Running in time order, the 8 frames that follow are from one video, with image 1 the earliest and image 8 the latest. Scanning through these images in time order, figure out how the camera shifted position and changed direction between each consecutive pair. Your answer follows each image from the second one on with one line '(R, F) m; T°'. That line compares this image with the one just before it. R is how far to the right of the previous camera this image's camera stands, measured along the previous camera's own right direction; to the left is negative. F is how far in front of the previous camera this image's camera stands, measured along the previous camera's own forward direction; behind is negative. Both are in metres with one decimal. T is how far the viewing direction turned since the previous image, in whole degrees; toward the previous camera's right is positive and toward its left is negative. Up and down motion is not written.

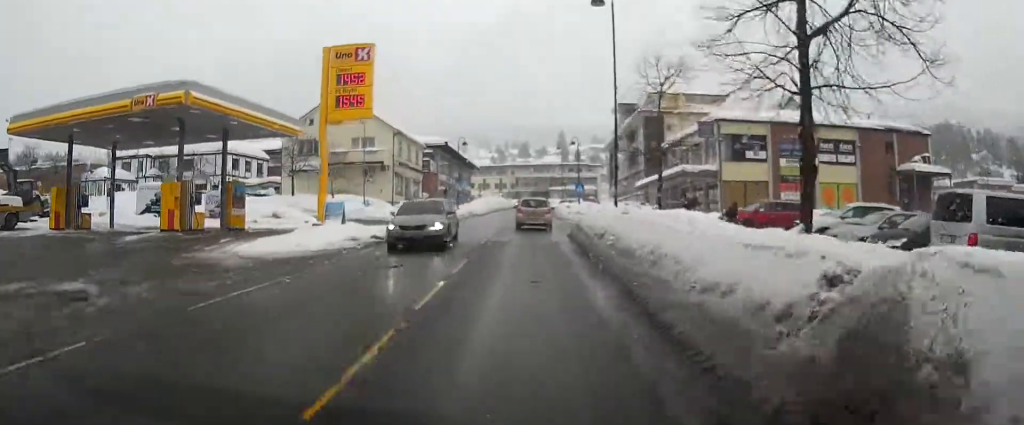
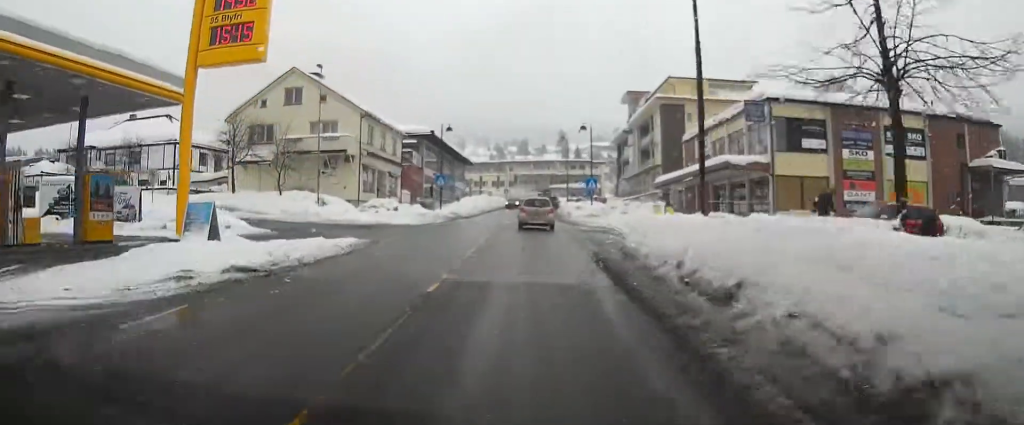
(-0.5, +10.2) m; -3°
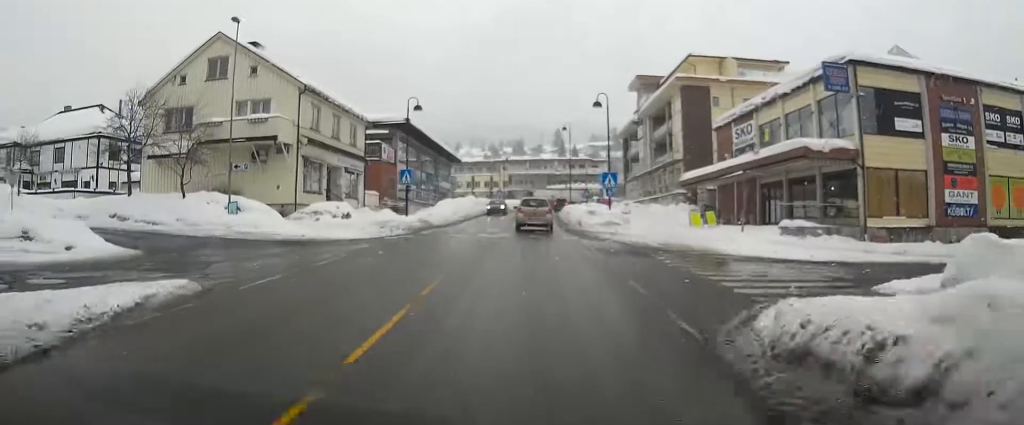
(+0.1, +10.8) m; -1°
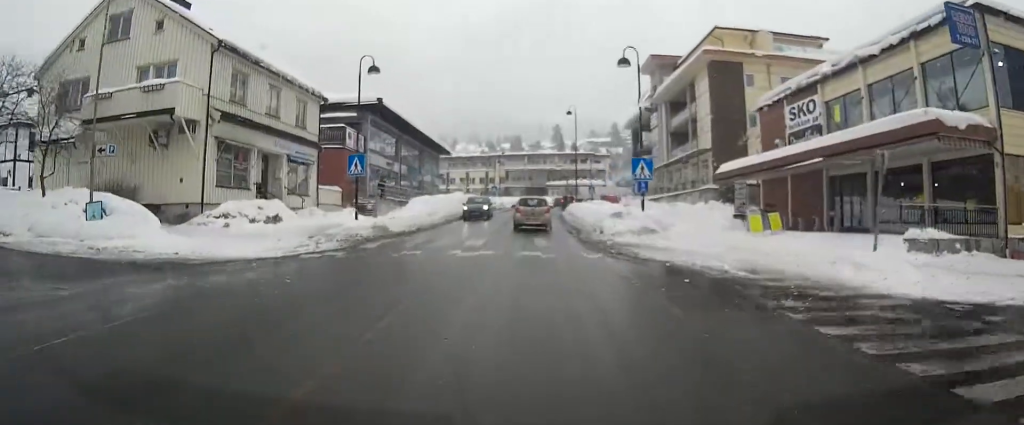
(-0.3, +9.2) m; 0°
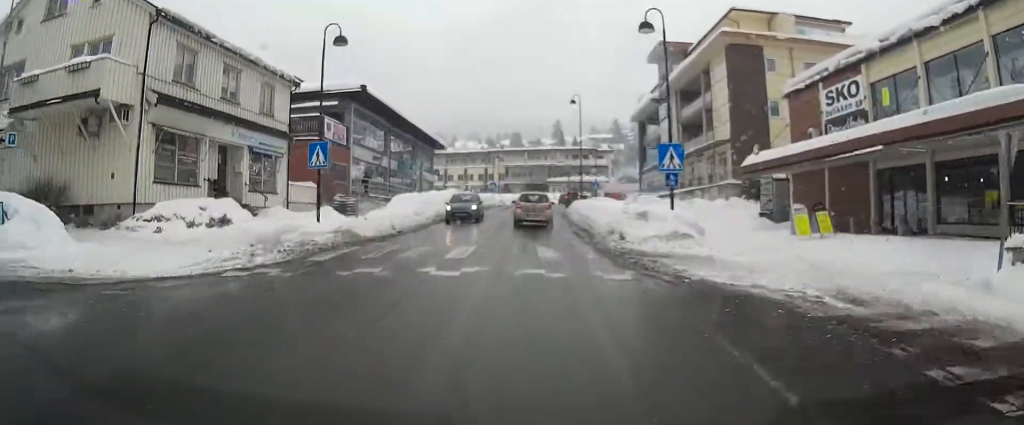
(+0.1, +4.3) m; +1°
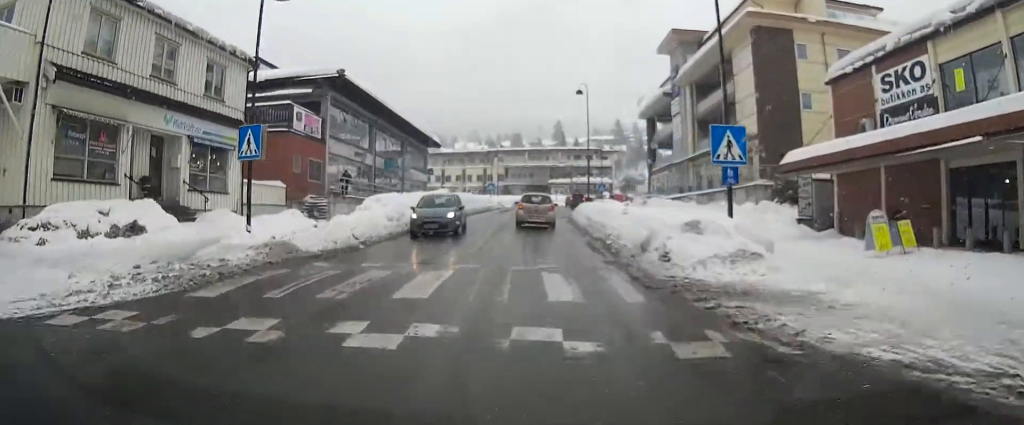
(+0.1, +4.9) m; +1°
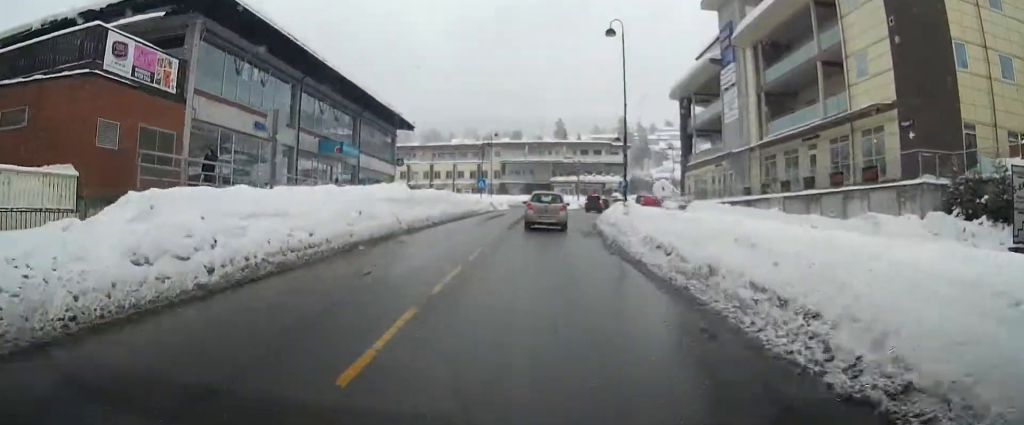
(0.0, +15.0) m; 0°
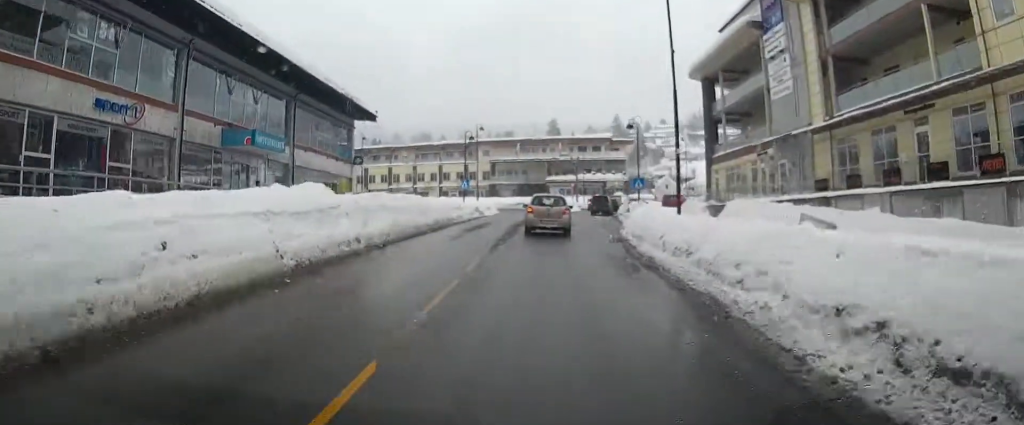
(0.0, +9.7) m; 0°
